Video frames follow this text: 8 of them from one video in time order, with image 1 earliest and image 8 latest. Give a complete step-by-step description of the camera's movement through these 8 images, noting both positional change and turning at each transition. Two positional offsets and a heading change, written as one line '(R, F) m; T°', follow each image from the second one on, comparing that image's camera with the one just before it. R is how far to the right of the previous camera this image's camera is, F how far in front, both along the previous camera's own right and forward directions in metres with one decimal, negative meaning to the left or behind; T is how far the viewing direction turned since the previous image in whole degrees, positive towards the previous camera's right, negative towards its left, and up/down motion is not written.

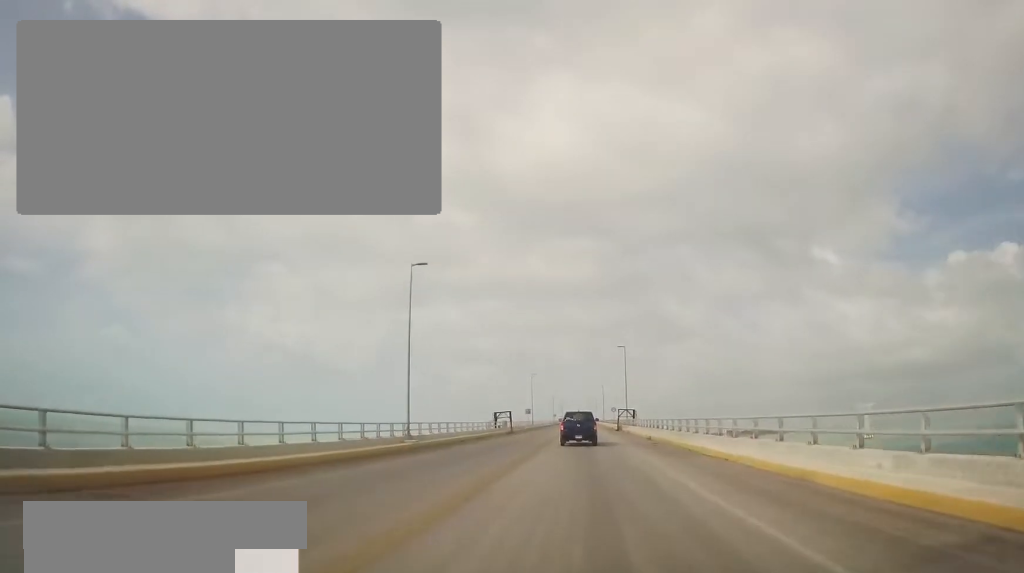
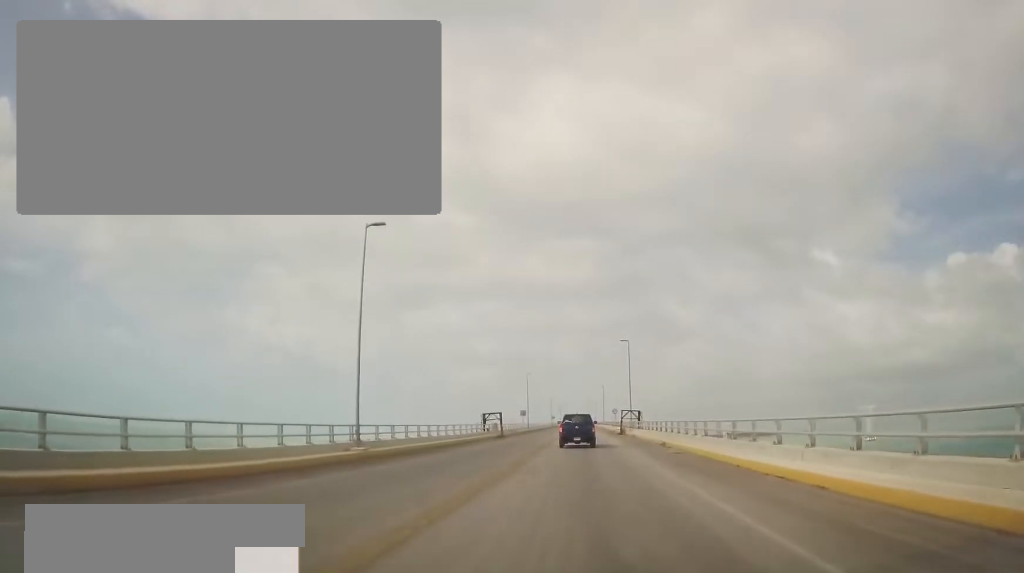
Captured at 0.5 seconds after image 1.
(-0.1, +7.3) m; +2°
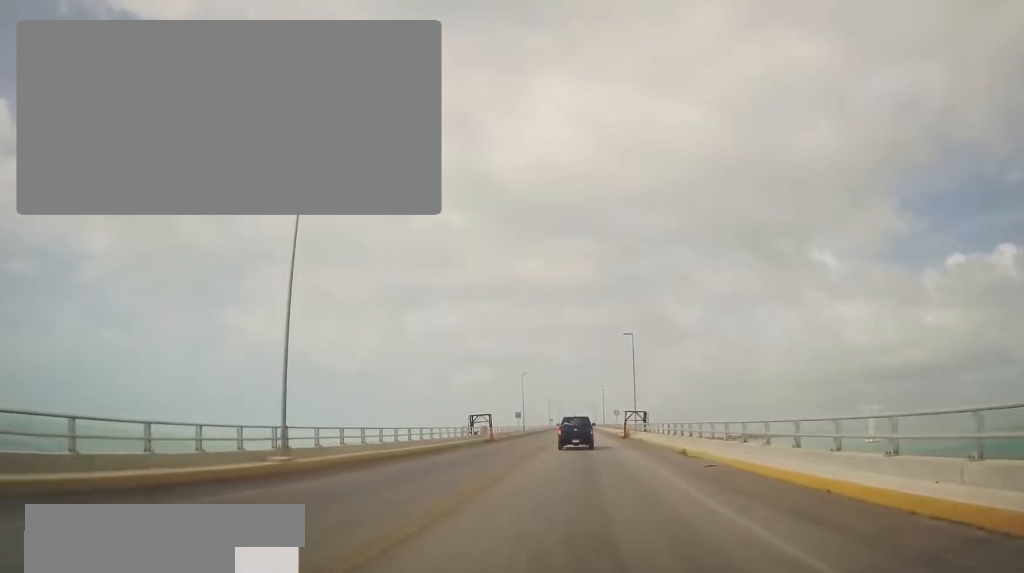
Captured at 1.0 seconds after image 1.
(+0.2, +6.3) m; 0°
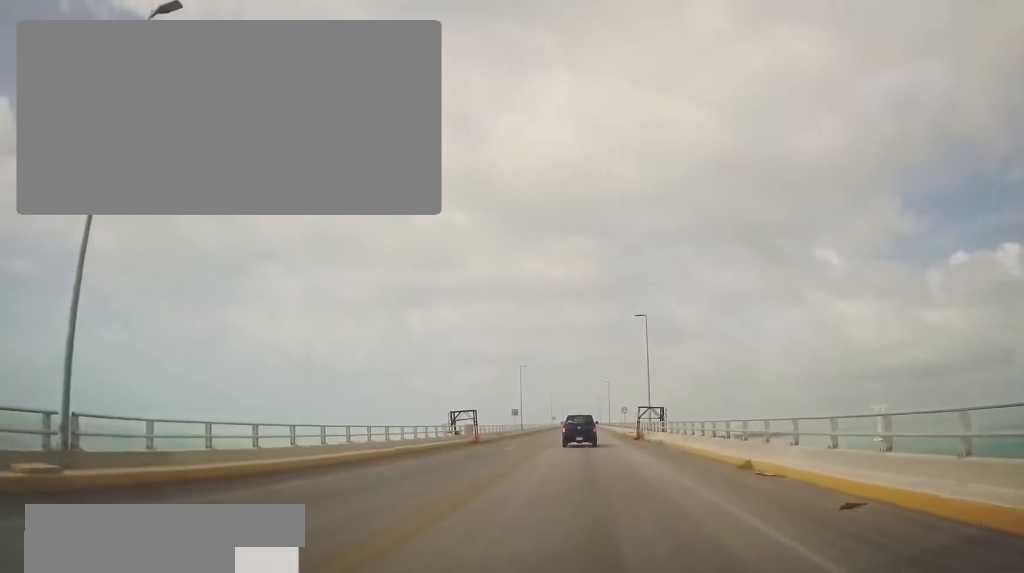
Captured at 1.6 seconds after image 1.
(+0.3, +9.3) m; 0°
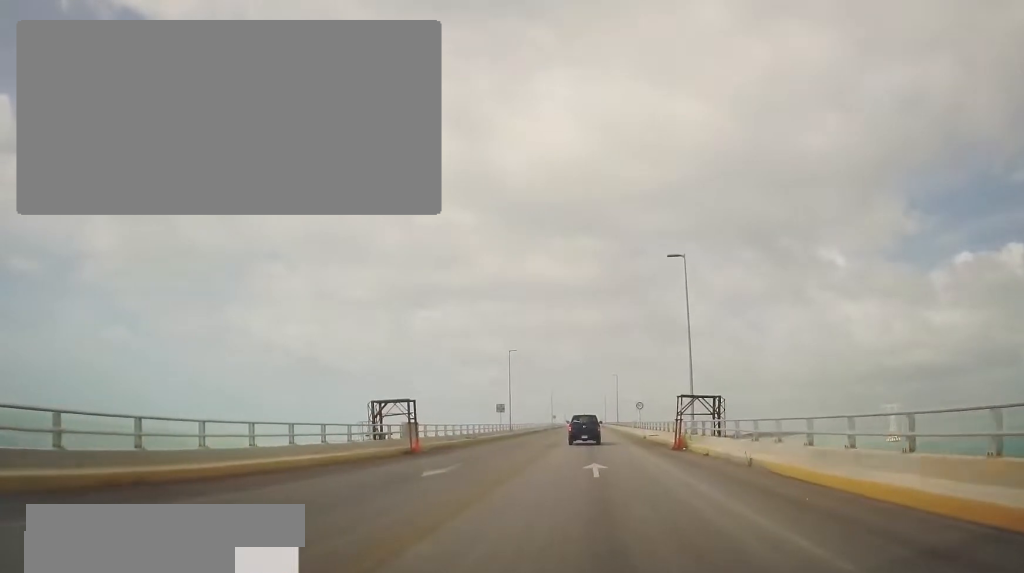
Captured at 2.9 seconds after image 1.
(-0.7, +17.5) m; -3°
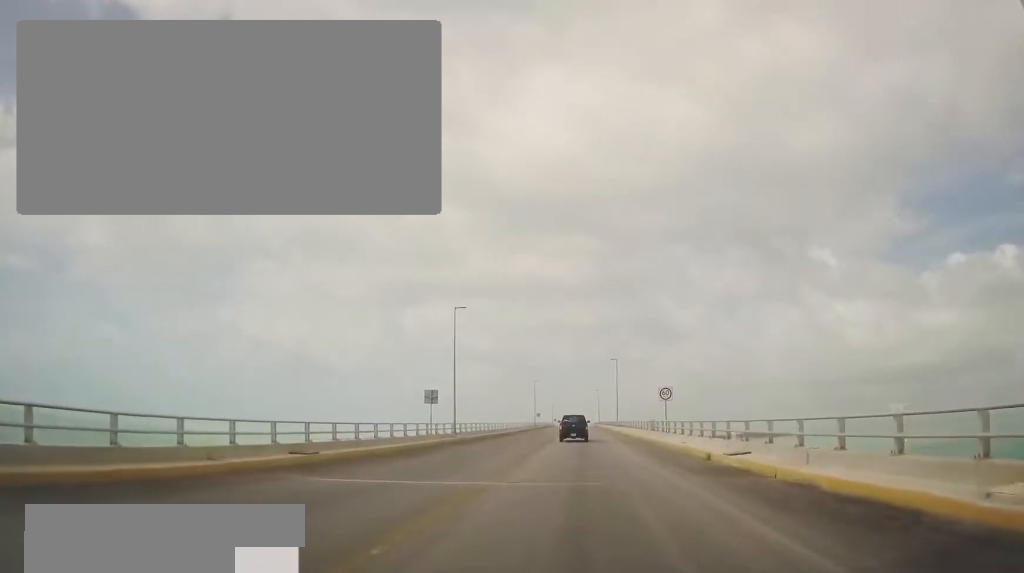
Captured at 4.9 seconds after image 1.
(+0.2, +26.5) m; +1°
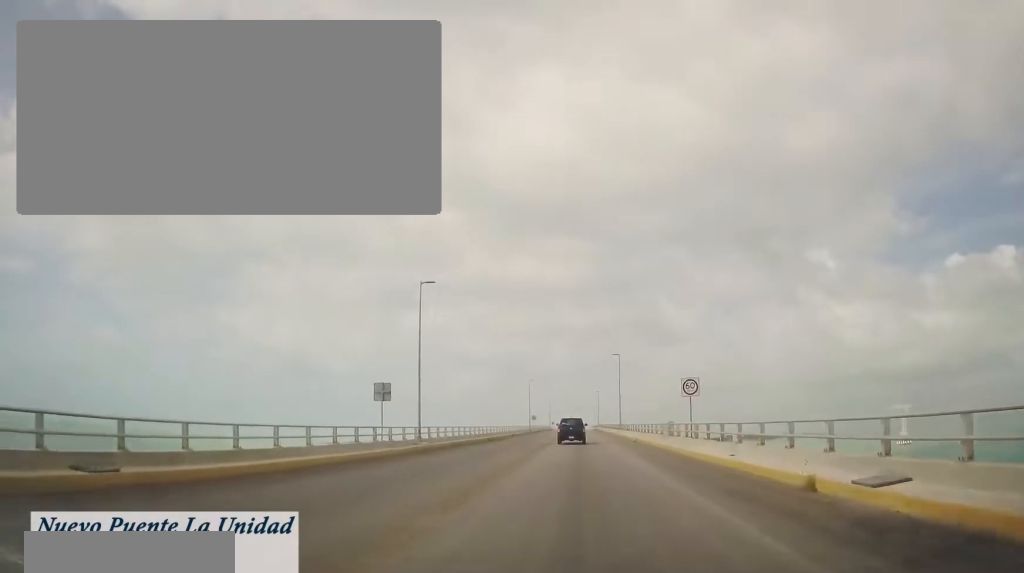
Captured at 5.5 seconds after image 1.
(+0.1, +9.5) m; -1°
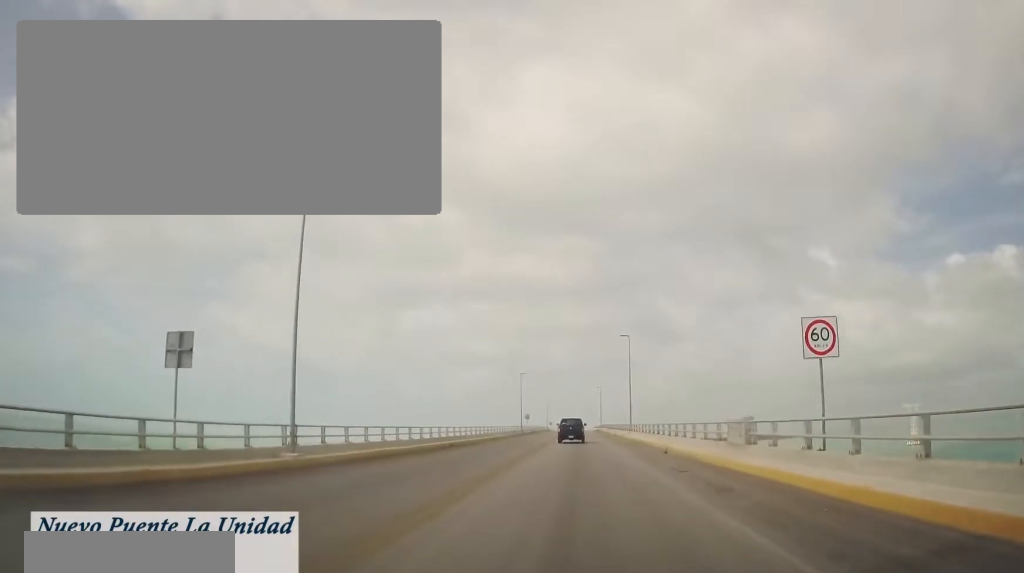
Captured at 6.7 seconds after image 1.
(-0.2, +16.1) m; +2°
